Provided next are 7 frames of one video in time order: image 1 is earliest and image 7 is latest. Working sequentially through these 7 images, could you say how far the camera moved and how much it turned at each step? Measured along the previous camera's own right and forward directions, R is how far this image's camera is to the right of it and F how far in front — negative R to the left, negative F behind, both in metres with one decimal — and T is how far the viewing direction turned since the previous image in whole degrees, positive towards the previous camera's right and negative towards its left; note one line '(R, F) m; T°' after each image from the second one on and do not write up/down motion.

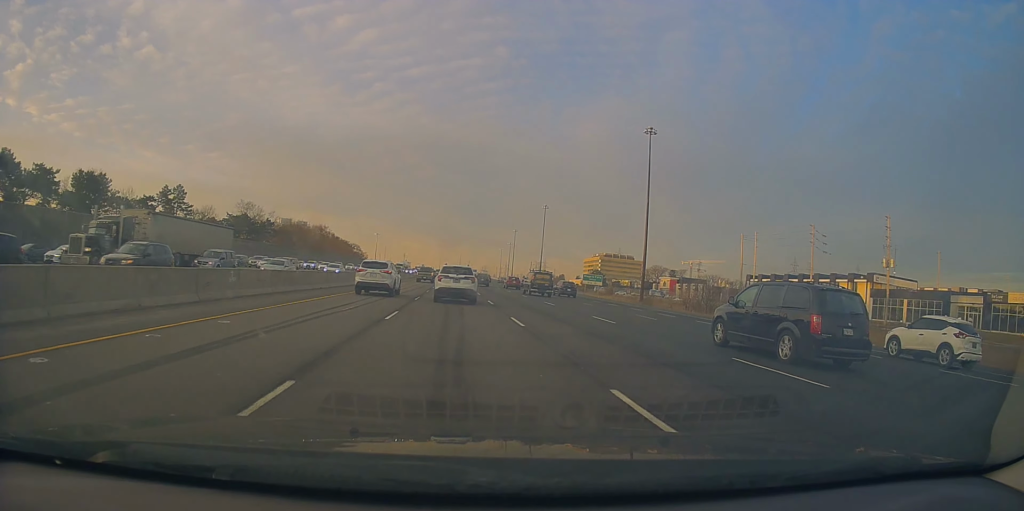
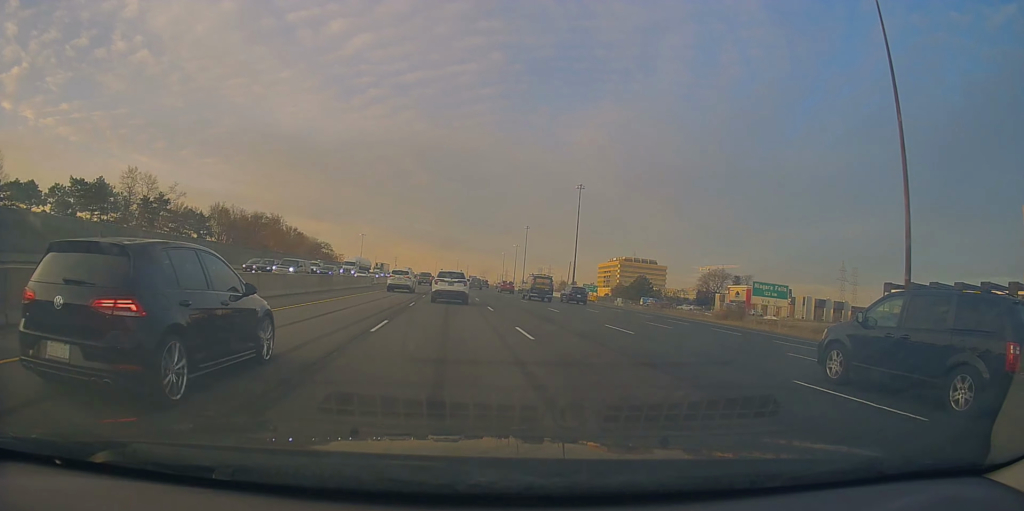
(+0.1, +62.8) m; +1°
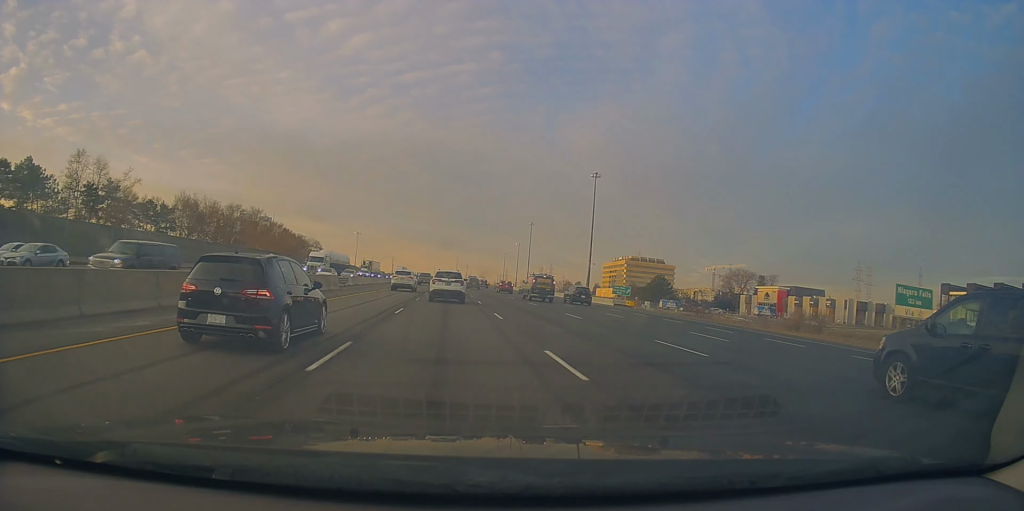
(0.0, +16.9) m; 0°
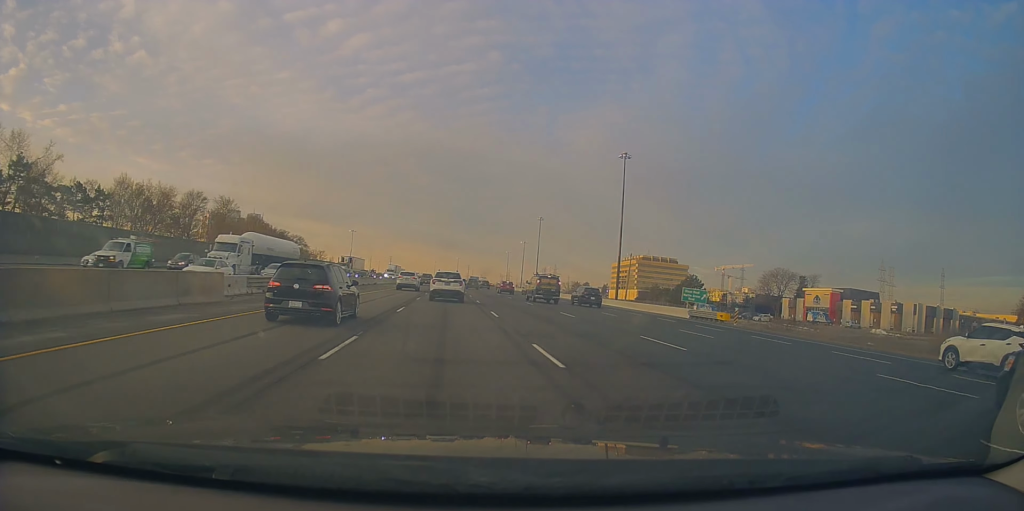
(0.0, +22.3) m; +1°
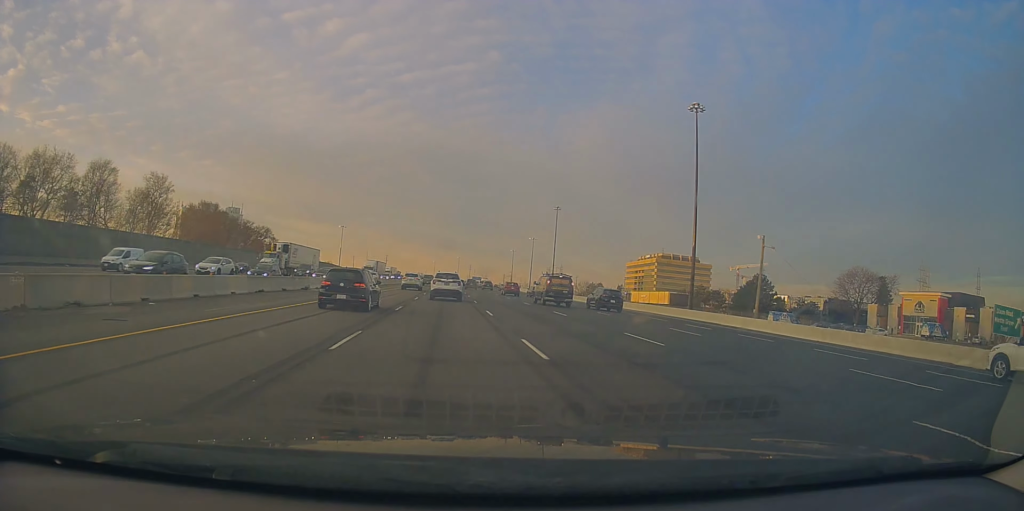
(+0.2, +34.1) m; -1°
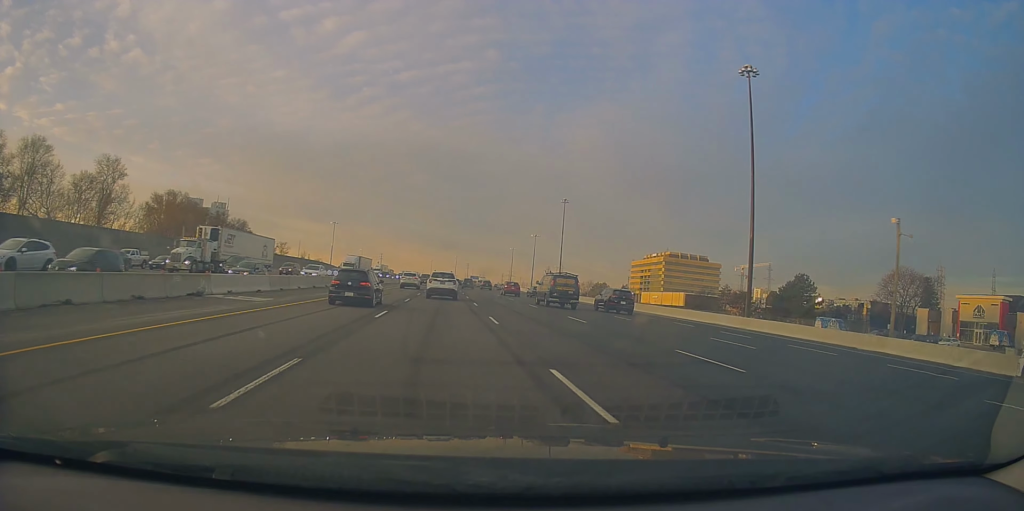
(-0.4, +16.0) m; 0°
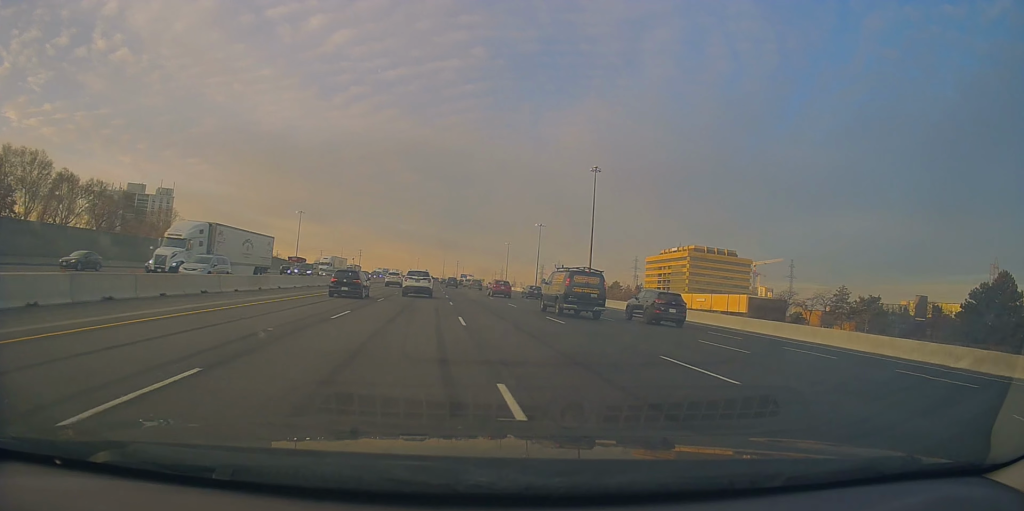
(+0.4, +48.3) m; +1°
